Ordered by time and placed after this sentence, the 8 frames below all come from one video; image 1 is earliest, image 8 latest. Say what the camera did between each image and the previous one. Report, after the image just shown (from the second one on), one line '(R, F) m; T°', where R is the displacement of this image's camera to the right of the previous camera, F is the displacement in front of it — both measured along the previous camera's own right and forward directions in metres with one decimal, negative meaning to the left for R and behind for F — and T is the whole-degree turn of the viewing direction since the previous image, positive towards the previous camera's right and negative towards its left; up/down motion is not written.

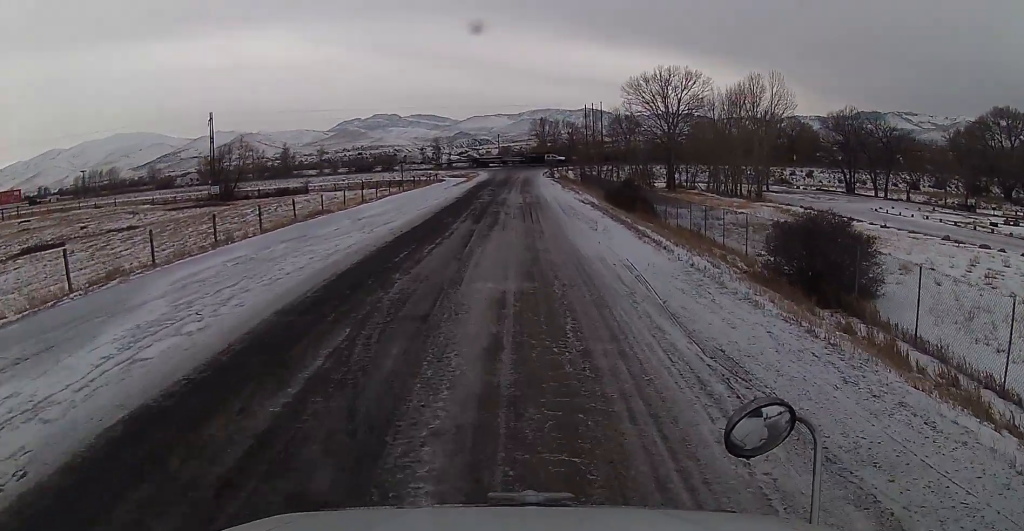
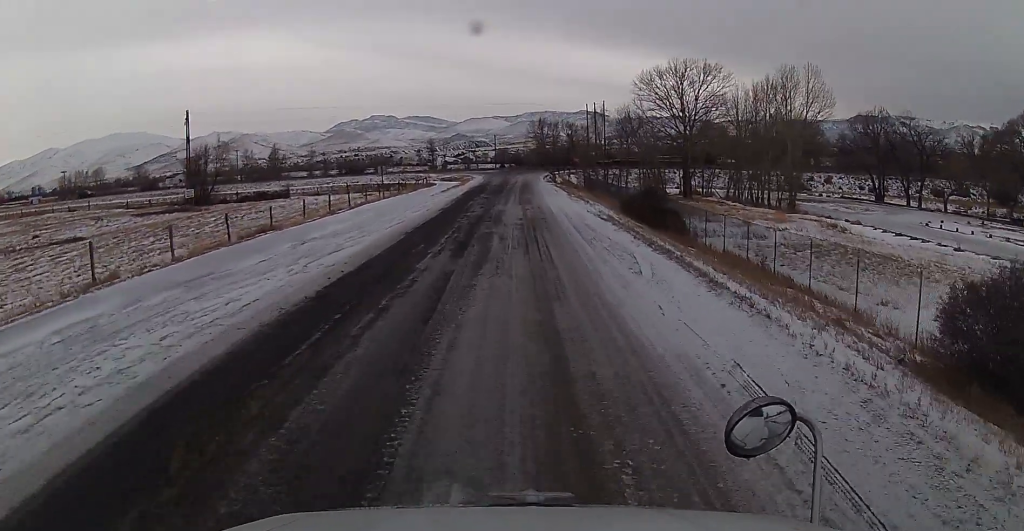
(+1.2, +10.0) m; +1°
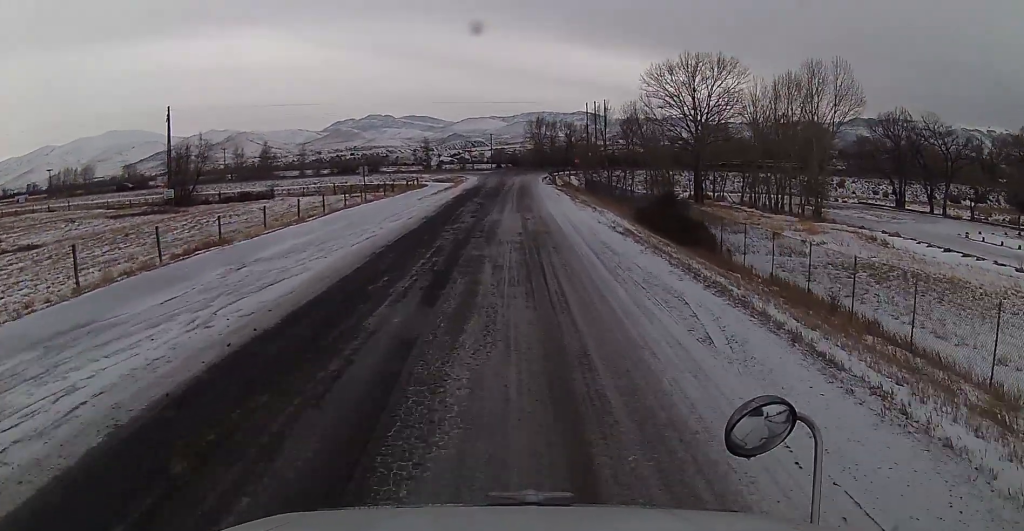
(-0.4, +6.3) m; -3°
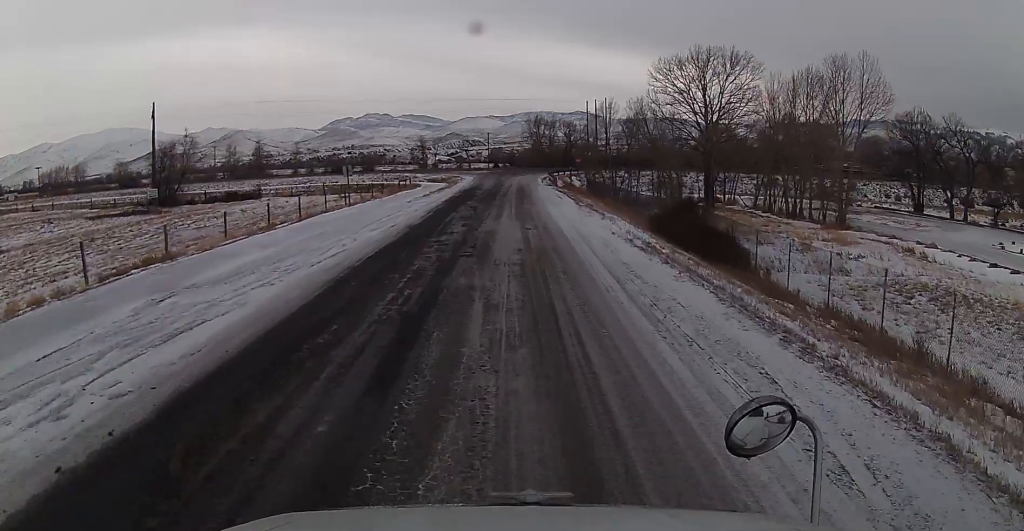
(-0.3, +4.8) m; 0°
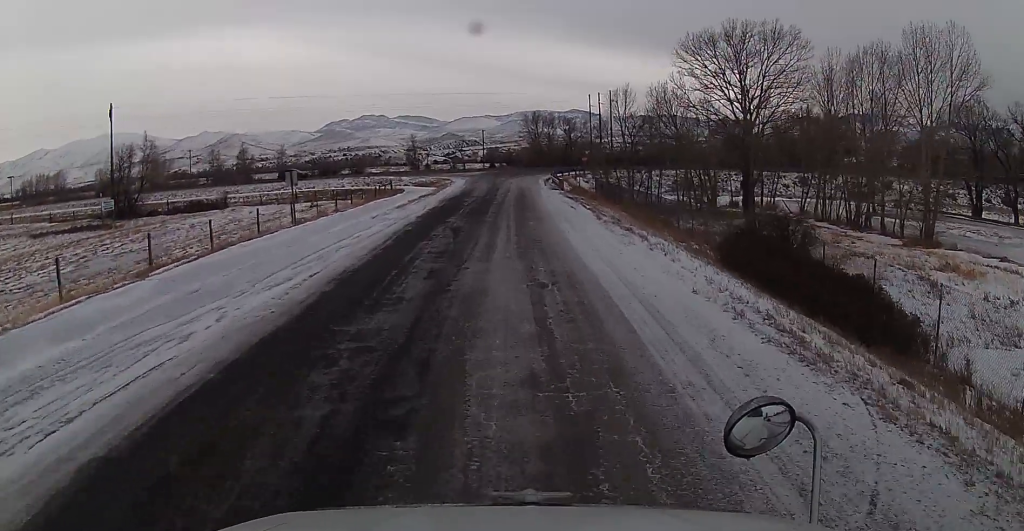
(+0.3, +11.8) m; -1°
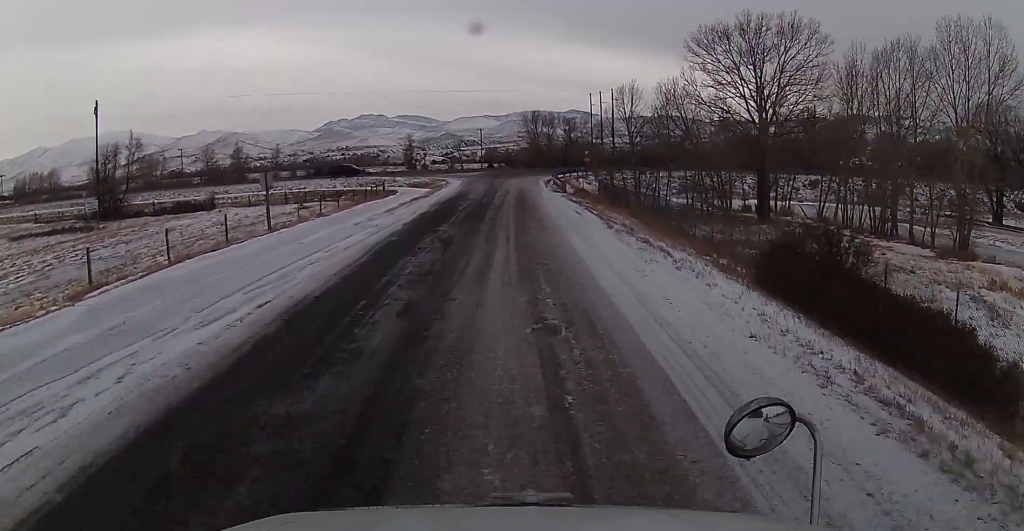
(-0.1, +3.6) m; -1°
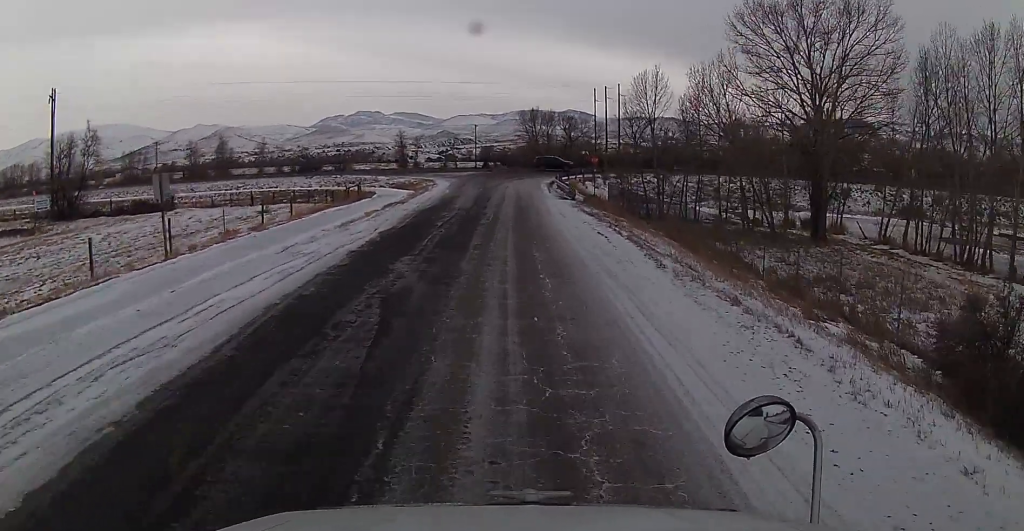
(-0.1, +10.0) m; -1°
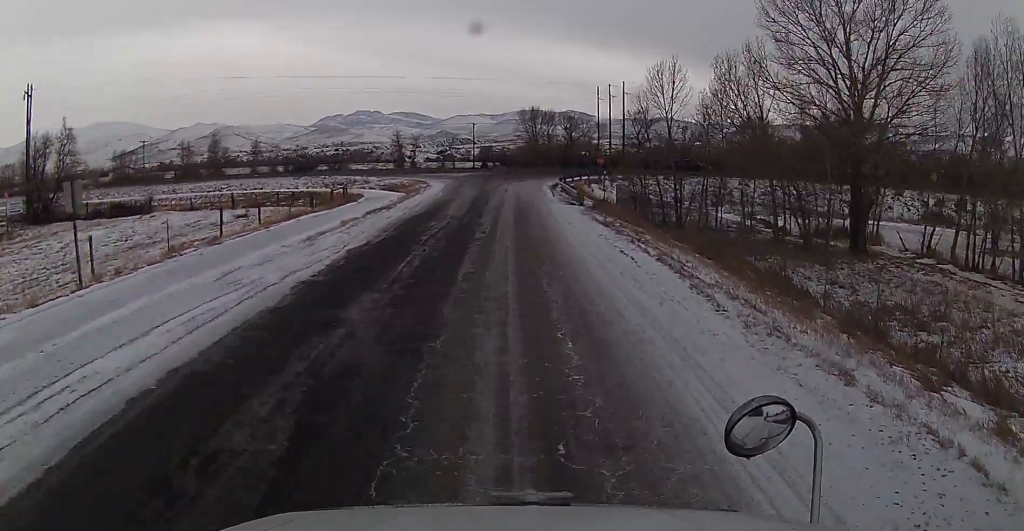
(0.0, +5.1) m; 0°
